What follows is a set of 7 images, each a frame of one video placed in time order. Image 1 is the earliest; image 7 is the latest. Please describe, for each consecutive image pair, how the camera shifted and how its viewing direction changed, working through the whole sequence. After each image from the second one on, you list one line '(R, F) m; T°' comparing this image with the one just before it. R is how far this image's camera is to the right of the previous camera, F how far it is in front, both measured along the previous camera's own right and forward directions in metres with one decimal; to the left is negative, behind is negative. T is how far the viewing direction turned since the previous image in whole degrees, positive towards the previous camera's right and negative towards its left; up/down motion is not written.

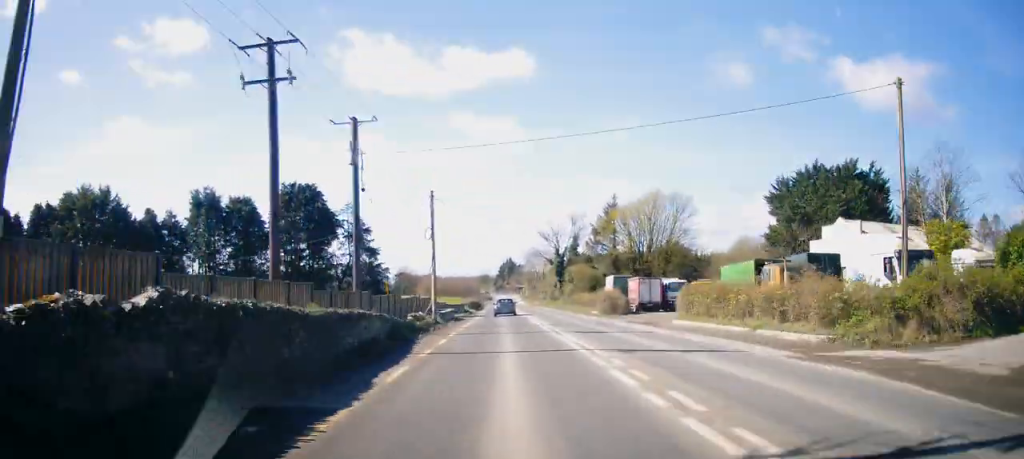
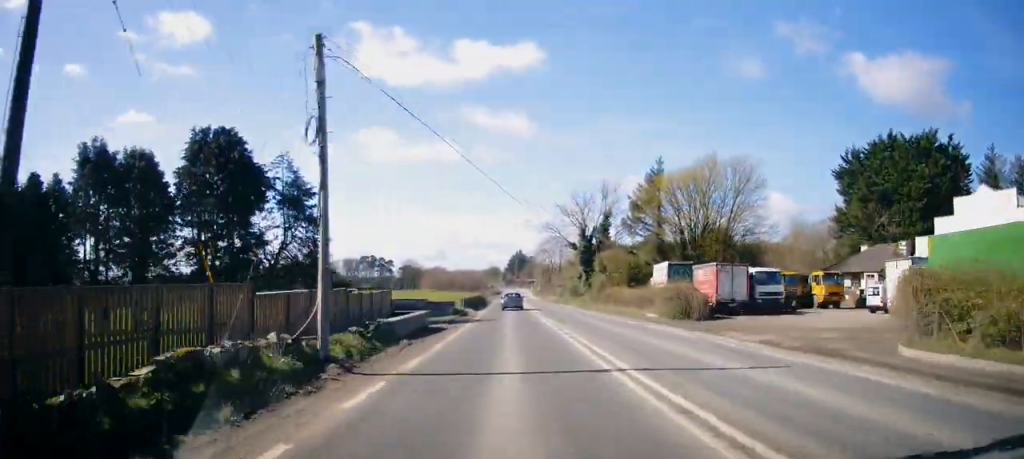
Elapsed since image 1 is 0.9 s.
(-0.1, +18.2) m; -1°
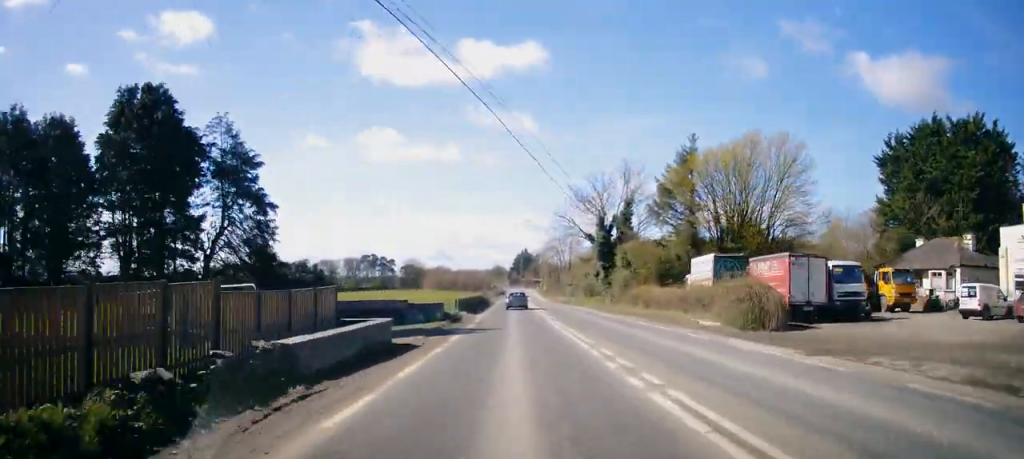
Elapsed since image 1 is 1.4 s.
(-0.1, +9.1) m; 0°
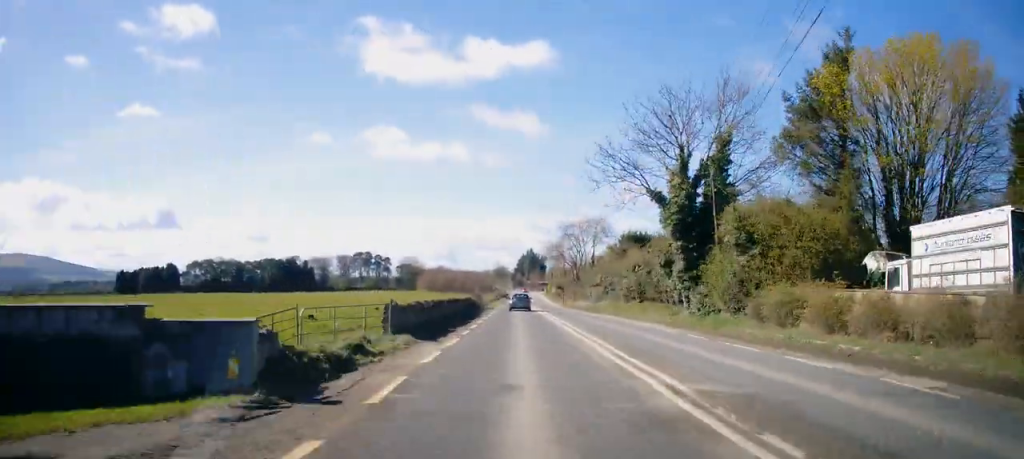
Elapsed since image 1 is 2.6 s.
(-0.1, +22.9) m; 0°
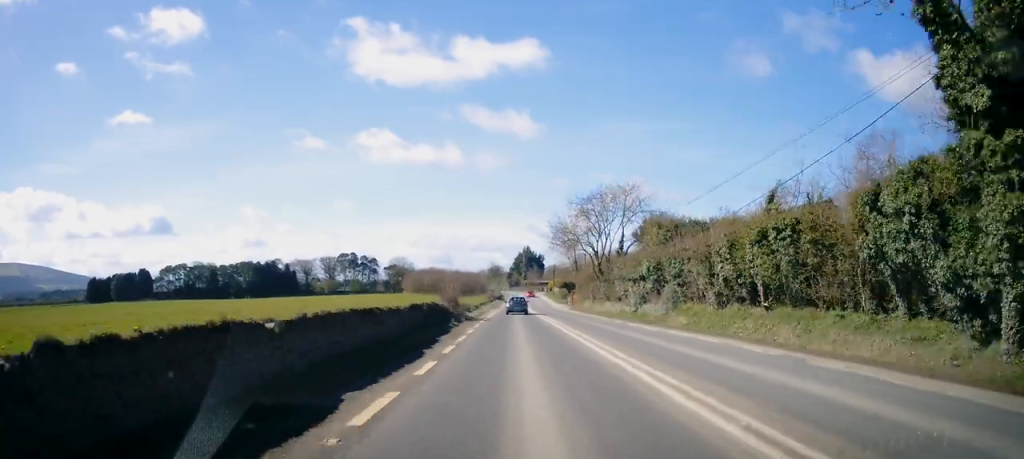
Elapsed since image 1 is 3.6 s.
(0.0, +21.2) m; +1°
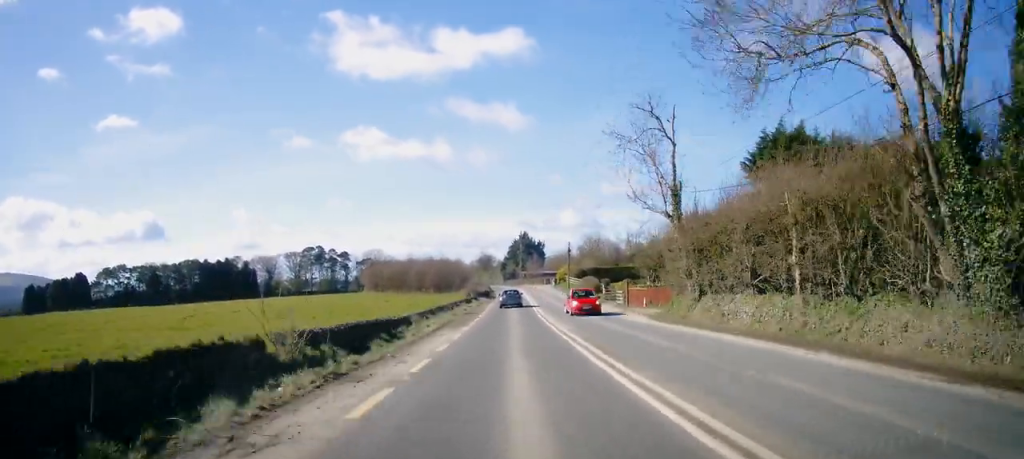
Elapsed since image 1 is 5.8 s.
(0.0, +43.6) m; -1°
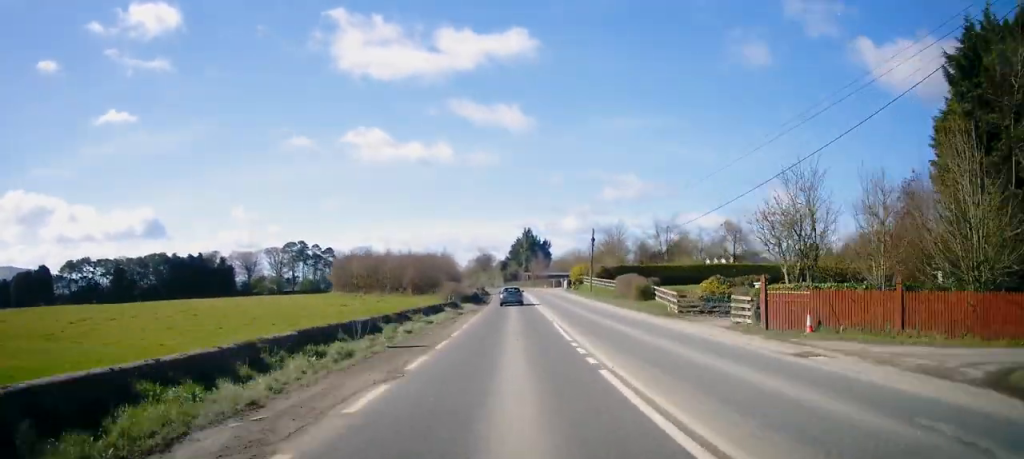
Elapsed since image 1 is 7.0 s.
(+0.1, +23.8) m; +1°
